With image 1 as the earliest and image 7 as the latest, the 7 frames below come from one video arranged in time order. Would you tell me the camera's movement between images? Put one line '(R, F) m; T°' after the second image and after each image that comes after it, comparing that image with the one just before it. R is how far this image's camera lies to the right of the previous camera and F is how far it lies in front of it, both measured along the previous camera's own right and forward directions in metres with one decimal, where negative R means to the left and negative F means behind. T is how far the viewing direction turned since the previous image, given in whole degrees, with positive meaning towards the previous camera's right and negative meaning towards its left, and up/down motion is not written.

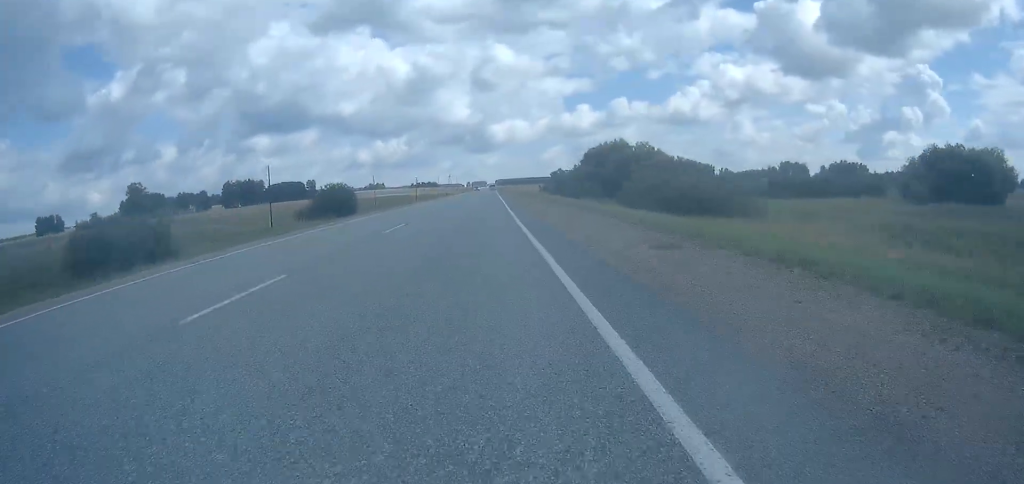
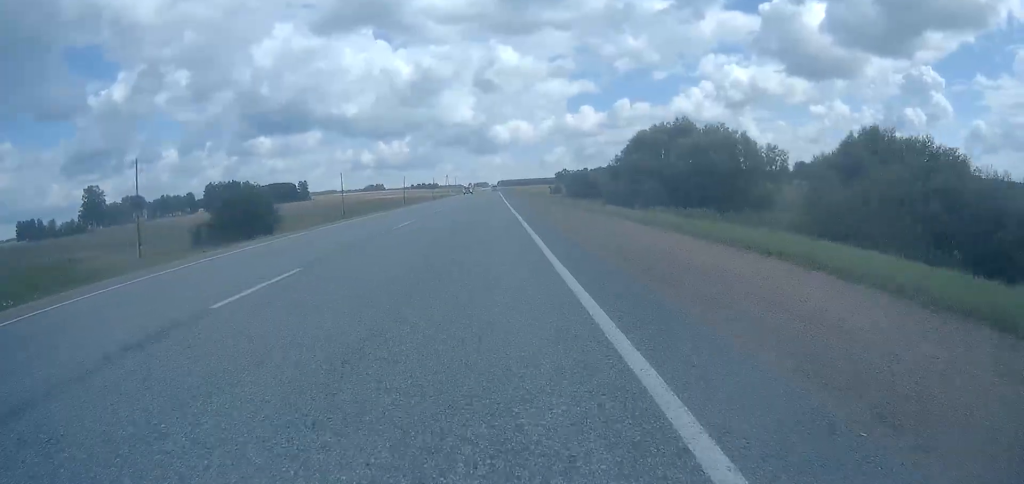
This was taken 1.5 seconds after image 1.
(-0.1, +36.5) m; 0°
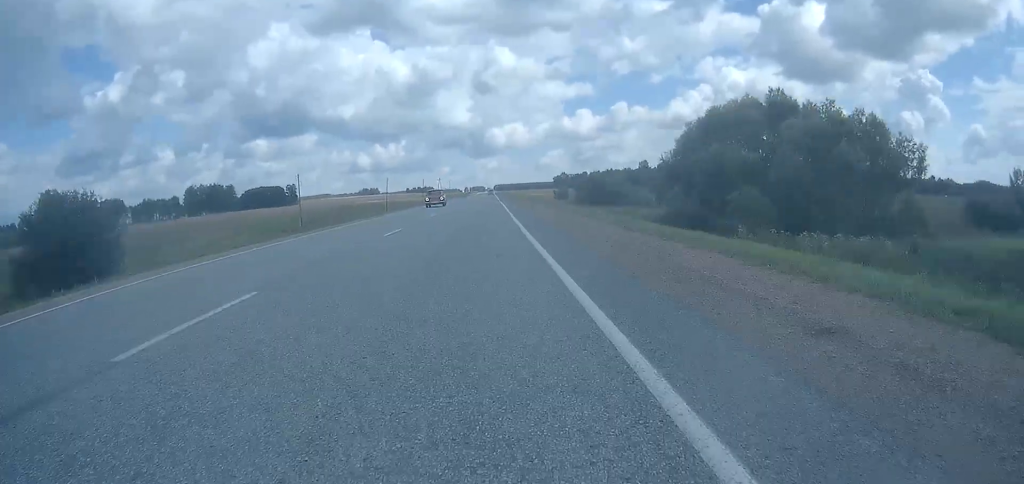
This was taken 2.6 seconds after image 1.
(0.0, +25.5) m; 0°
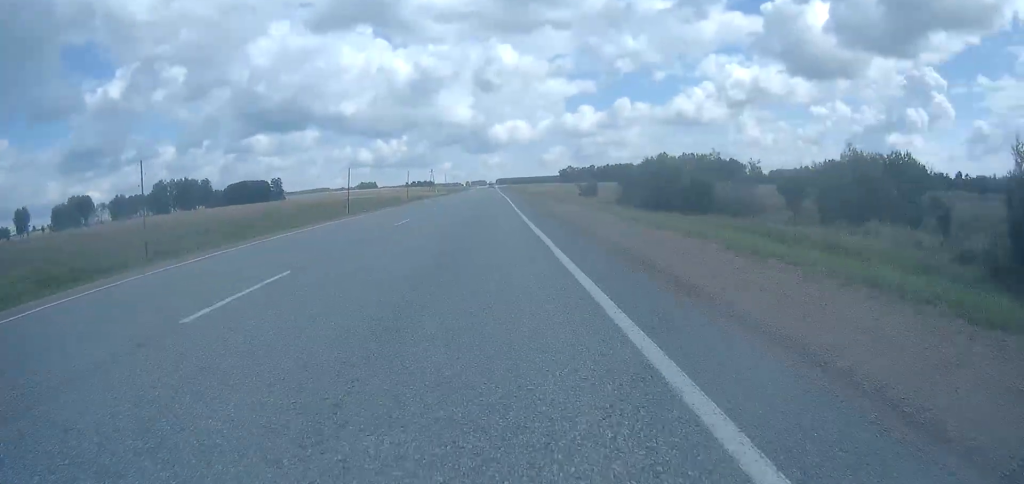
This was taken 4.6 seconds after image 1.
(+0.2, +46.8) m; 0°
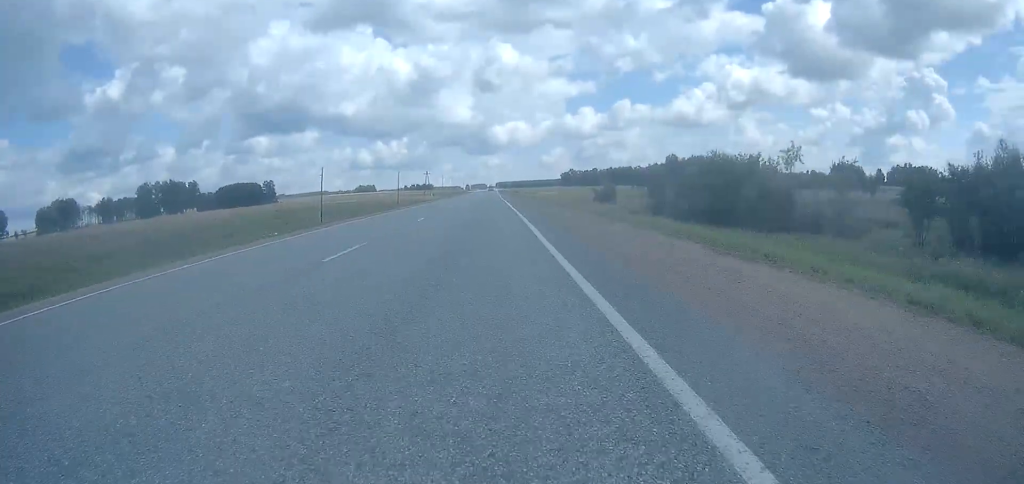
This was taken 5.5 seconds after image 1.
(0.0, +19.0) m; 0°
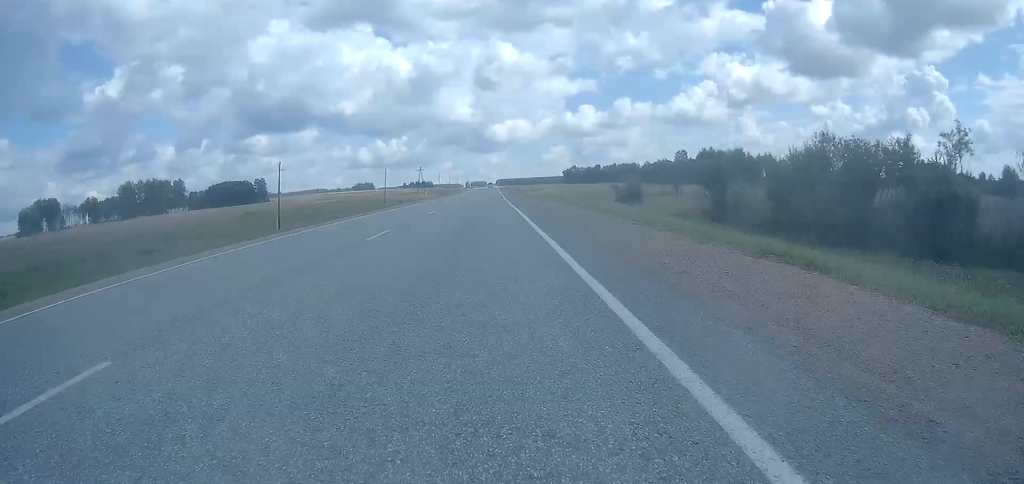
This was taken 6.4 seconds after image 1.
(0.0, +20.6) m; 0°
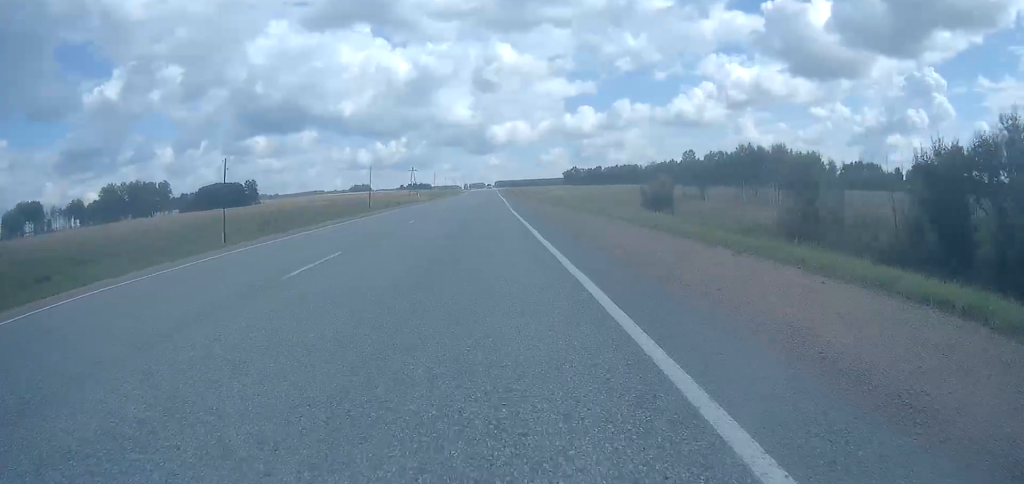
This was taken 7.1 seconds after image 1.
(0.0, +16.9) m; 0°
